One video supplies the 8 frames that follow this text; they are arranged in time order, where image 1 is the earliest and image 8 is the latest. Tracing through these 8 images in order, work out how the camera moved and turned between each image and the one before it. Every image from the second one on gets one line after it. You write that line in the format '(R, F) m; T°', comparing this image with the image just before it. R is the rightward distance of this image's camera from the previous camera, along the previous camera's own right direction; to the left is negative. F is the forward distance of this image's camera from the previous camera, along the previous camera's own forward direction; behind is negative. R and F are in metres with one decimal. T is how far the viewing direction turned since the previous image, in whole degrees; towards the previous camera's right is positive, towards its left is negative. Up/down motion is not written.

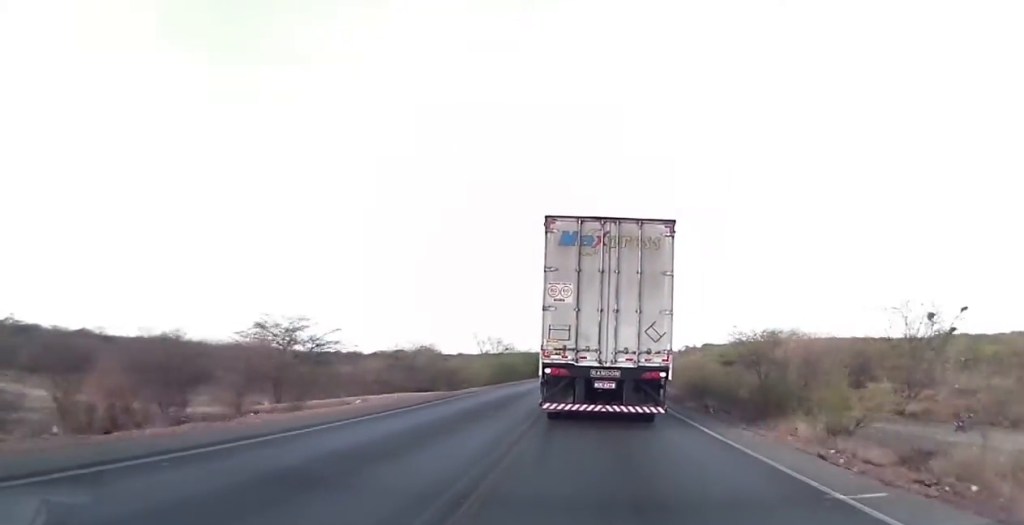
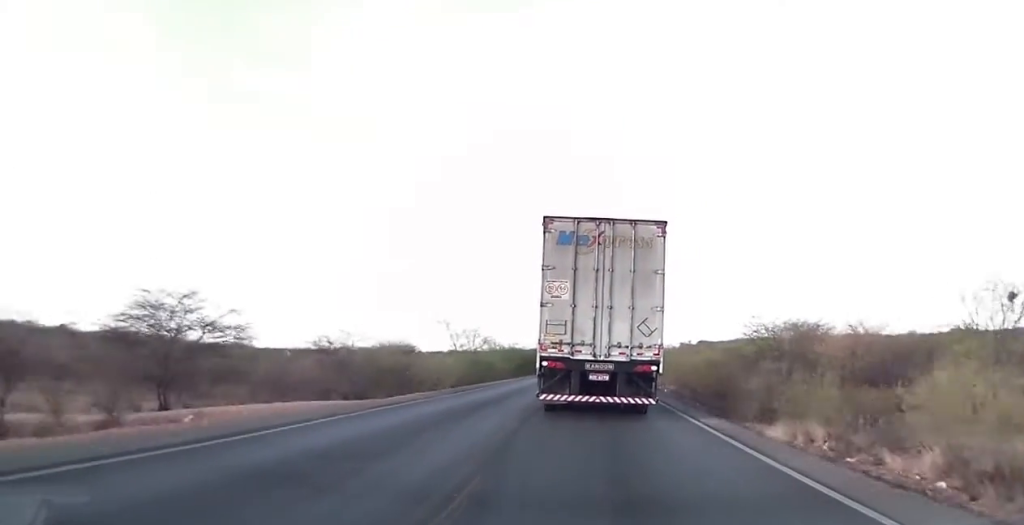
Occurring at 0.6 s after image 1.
(0.0, +11.3) m; +1°
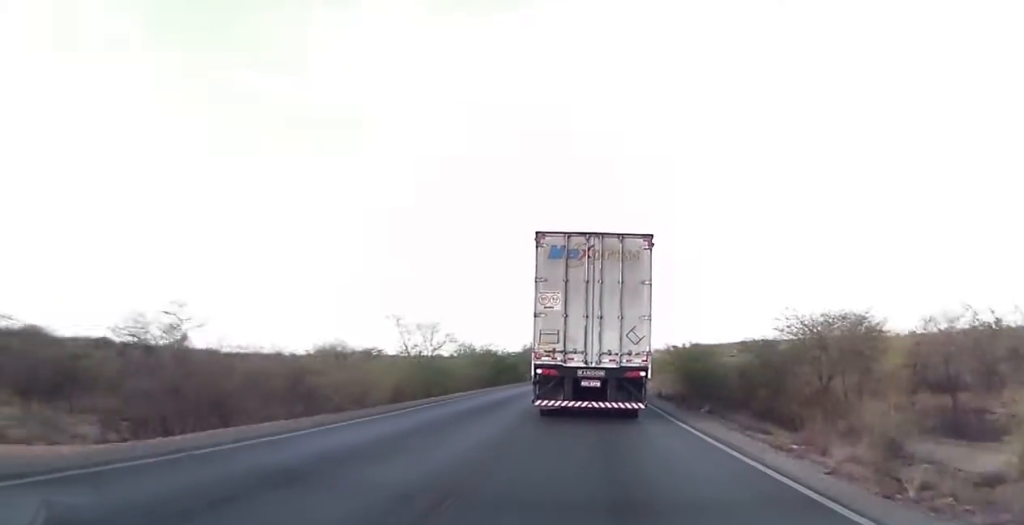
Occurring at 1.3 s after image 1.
(+0.3, +14.3) m; +1°
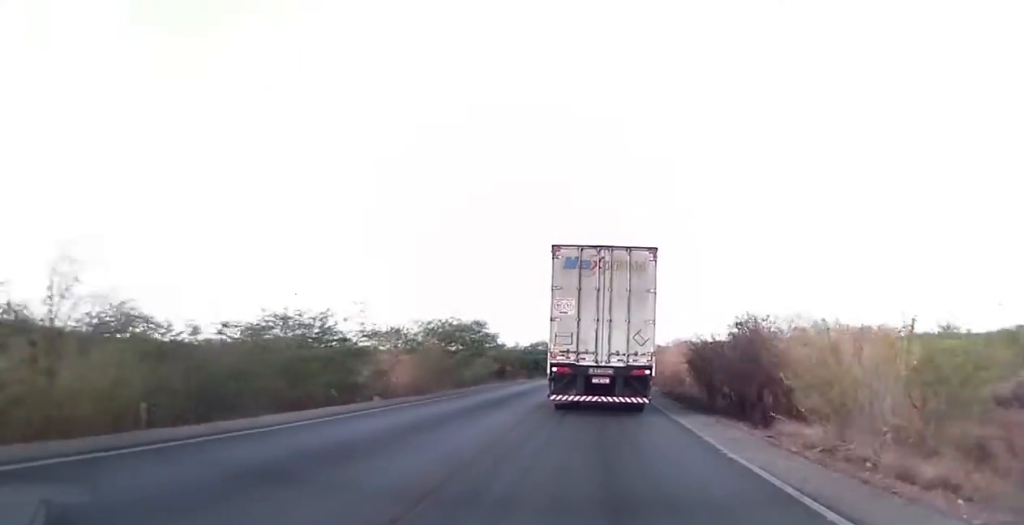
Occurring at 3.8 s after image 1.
(+1.1, +56.7) m; +2°
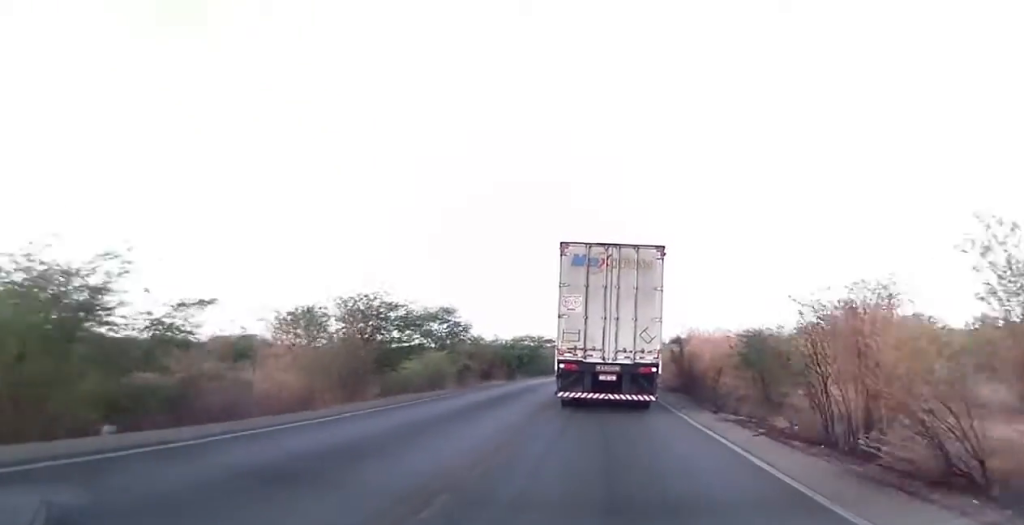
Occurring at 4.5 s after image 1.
(0.0, +13.4) m; 0°
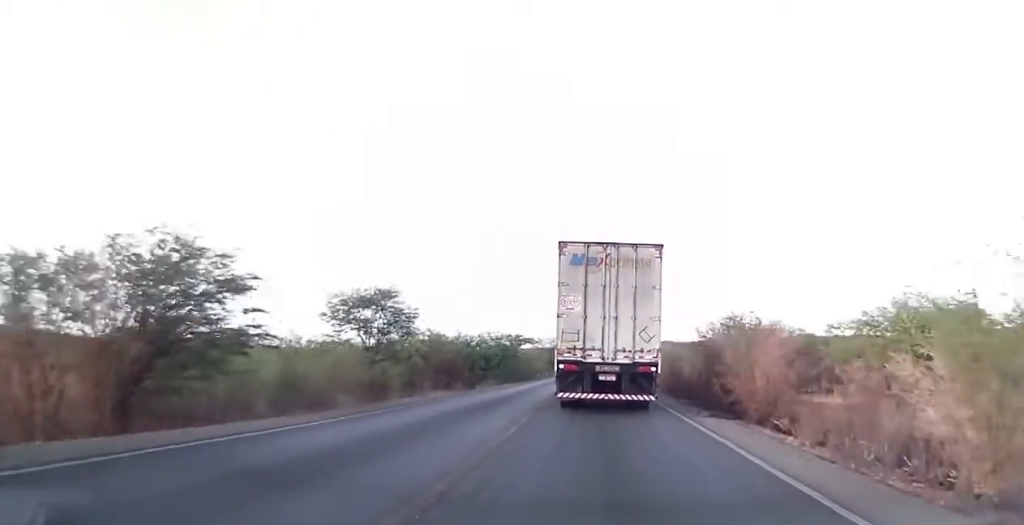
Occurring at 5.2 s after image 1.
(+0.1, +13.2) m; +1°
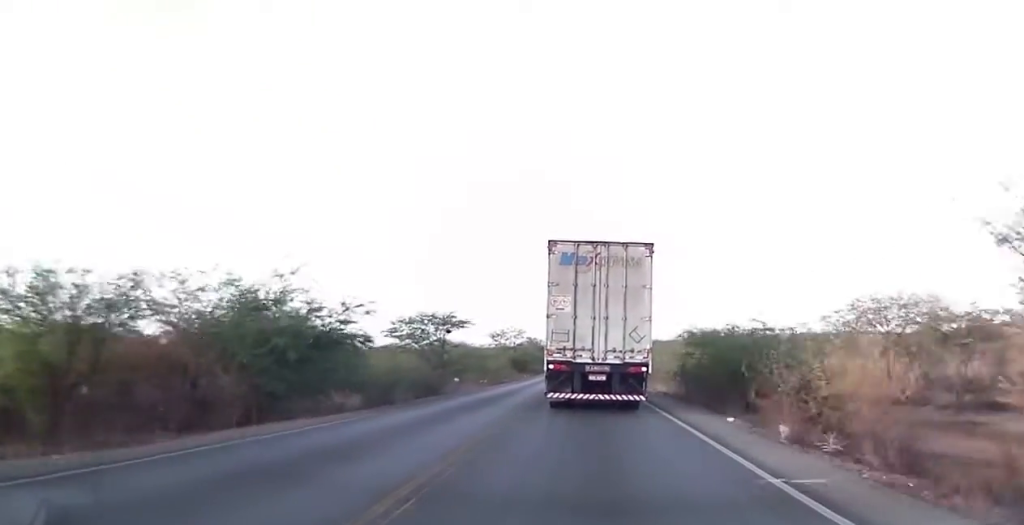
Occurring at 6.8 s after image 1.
(+0.6, +32.2) m; +2°
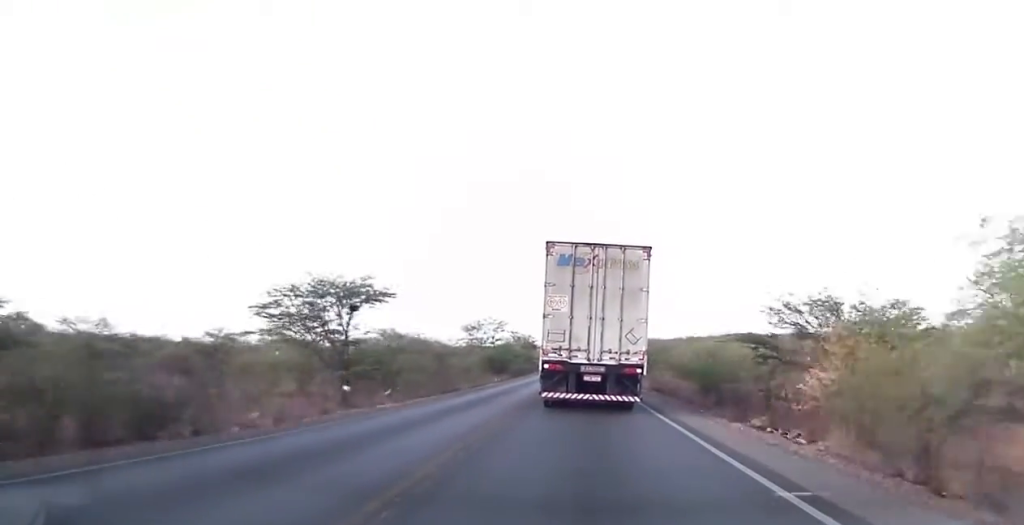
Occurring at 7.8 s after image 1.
(+0.2, +21.7) m; +1°
